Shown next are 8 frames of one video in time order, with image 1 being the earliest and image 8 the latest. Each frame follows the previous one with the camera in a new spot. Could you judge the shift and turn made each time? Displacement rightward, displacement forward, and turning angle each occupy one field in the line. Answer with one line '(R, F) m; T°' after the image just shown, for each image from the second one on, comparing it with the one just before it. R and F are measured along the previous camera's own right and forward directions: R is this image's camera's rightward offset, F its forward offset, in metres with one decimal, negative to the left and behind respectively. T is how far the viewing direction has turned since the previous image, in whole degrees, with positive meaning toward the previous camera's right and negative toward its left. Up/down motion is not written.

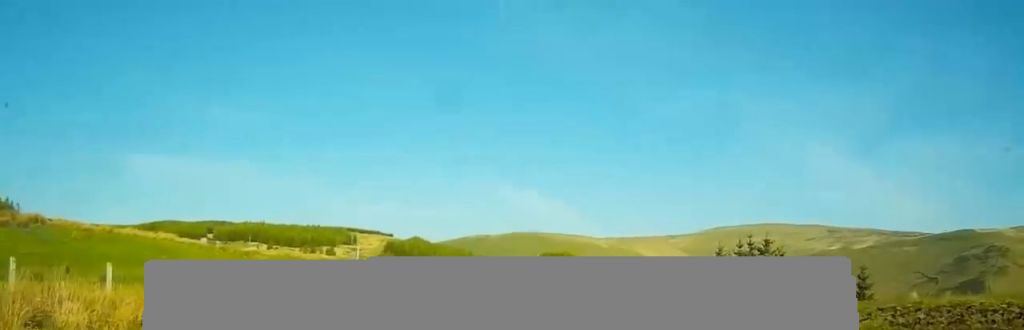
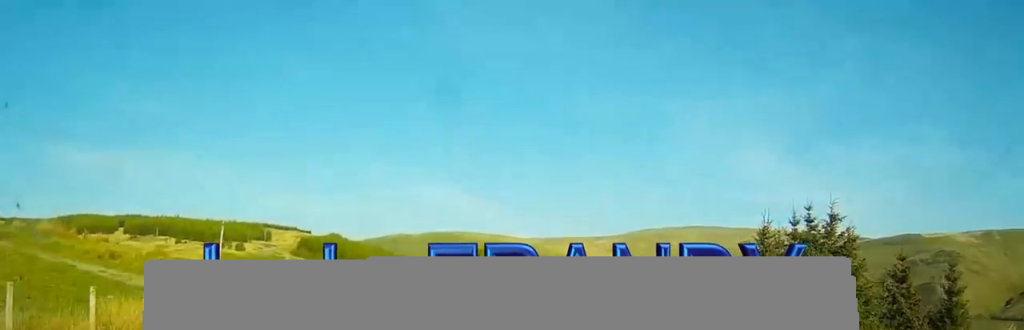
(+1.2, +27.2) m; +3°
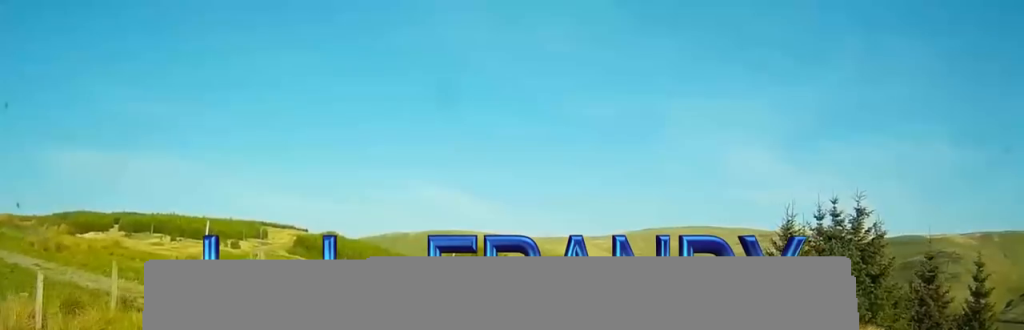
(0.0, +3.7) m; +1°
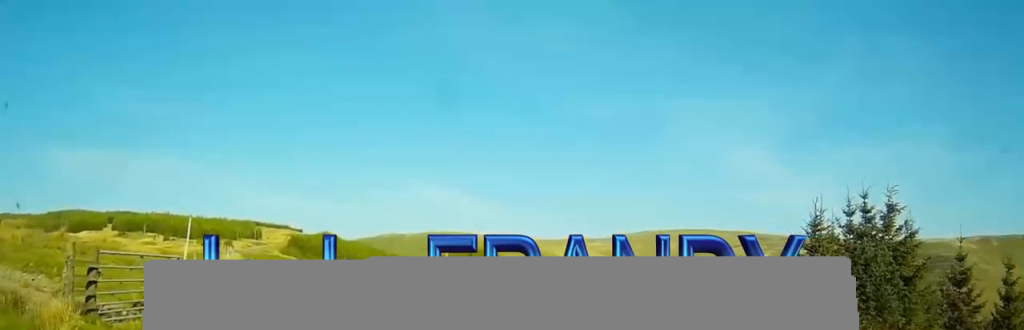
(-0.1, +3.9) m; +1°
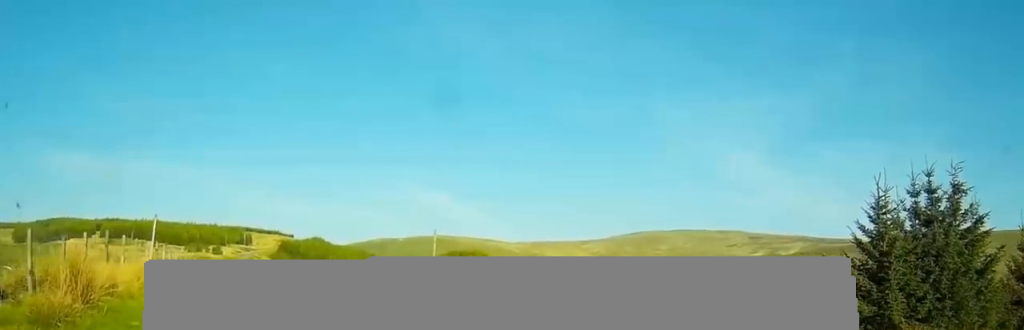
(+0.2, +6.7) m; +2°
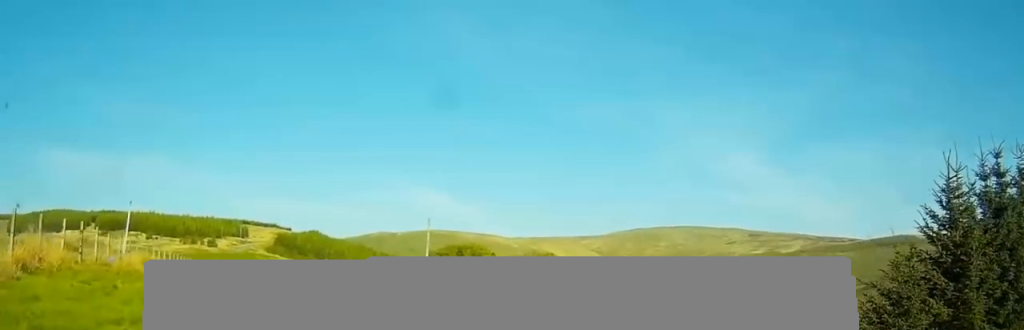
(0.0, +5.2) m; +5°
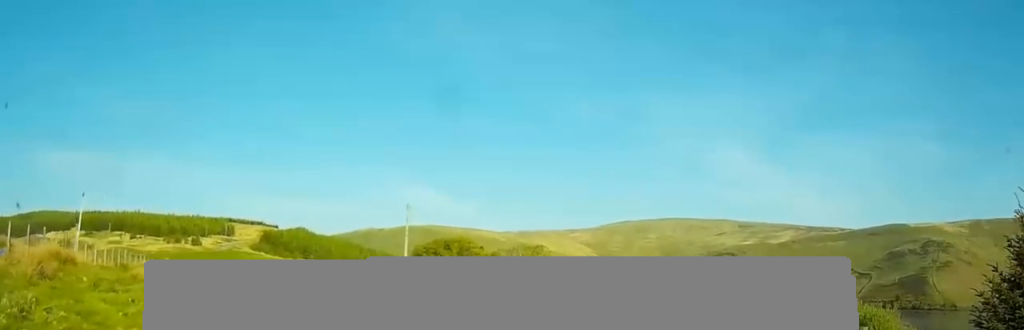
(+0.6, +6.5) m; +10°
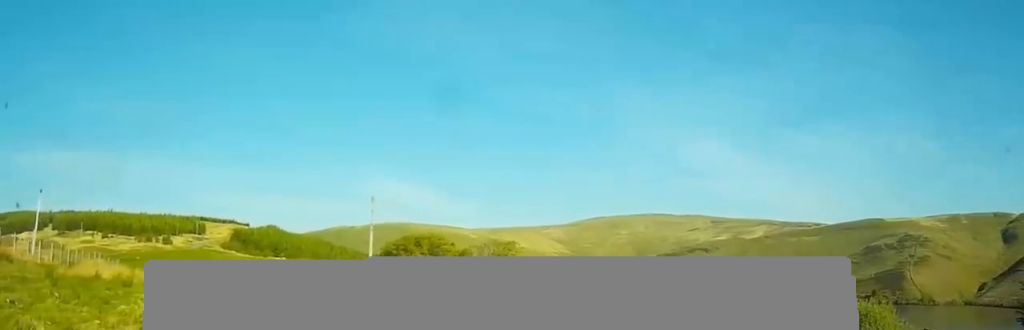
(+0.2, +2.8) m; +4°
